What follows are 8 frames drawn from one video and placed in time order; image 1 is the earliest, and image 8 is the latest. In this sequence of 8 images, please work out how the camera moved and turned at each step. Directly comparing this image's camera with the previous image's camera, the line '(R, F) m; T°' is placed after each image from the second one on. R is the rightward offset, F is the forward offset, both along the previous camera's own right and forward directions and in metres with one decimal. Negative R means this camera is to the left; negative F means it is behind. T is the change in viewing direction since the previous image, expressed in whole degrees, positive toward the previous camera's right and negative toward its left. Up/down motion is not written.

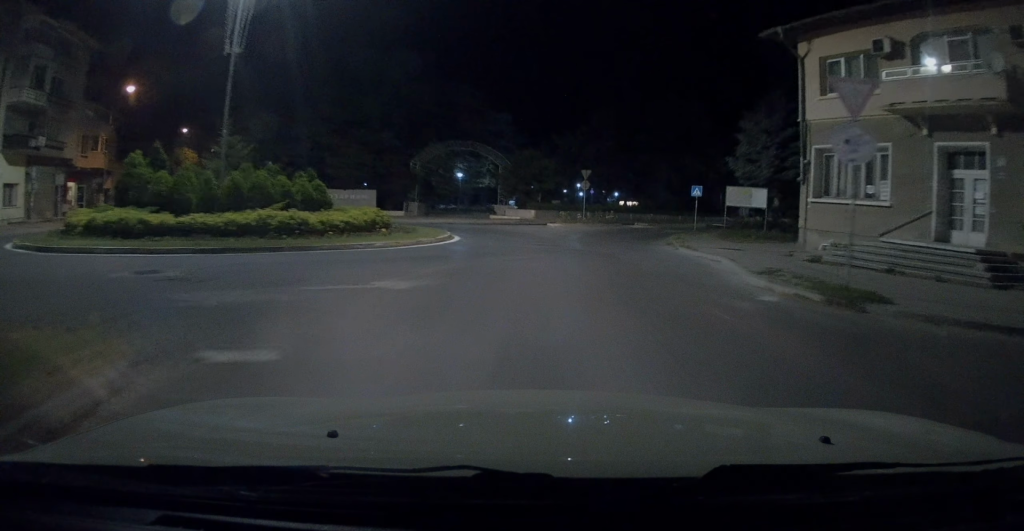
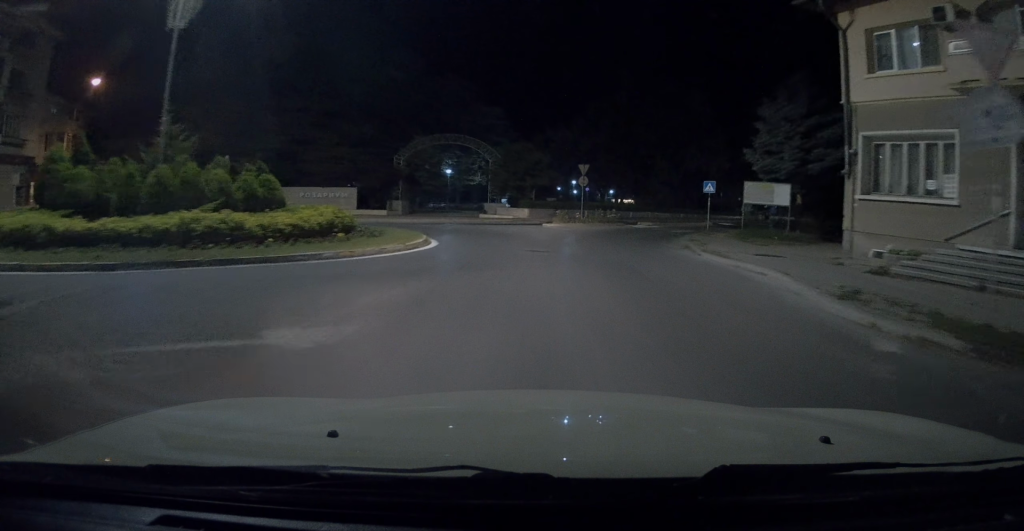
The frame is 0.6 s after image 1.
(0.0, +3.4) m; +2°
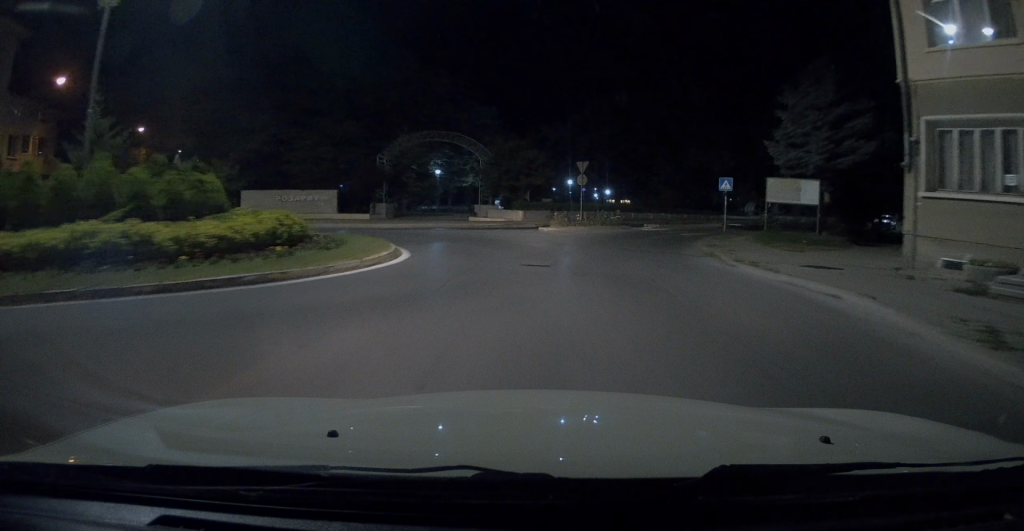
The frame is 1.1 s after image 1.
(-0.1, +3.2) m; +2°
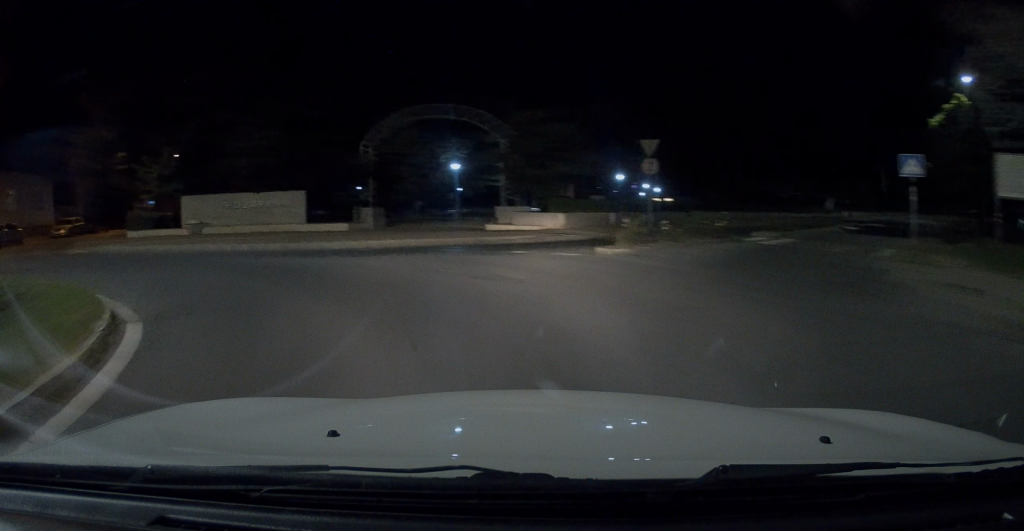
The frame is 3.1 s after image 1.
(+0.1, +11.5) m; -3°
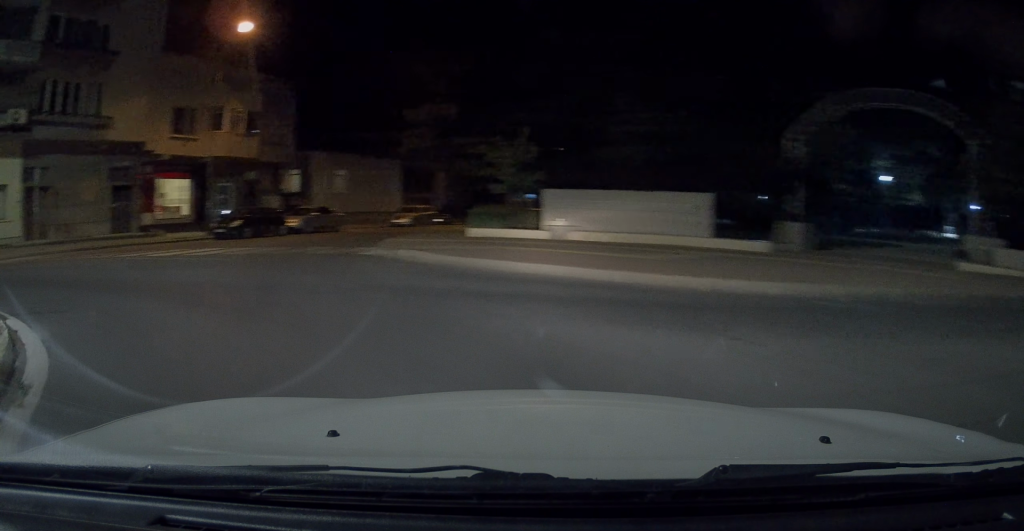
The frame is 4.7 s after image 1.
(-0.4, +7.1) m; -17°
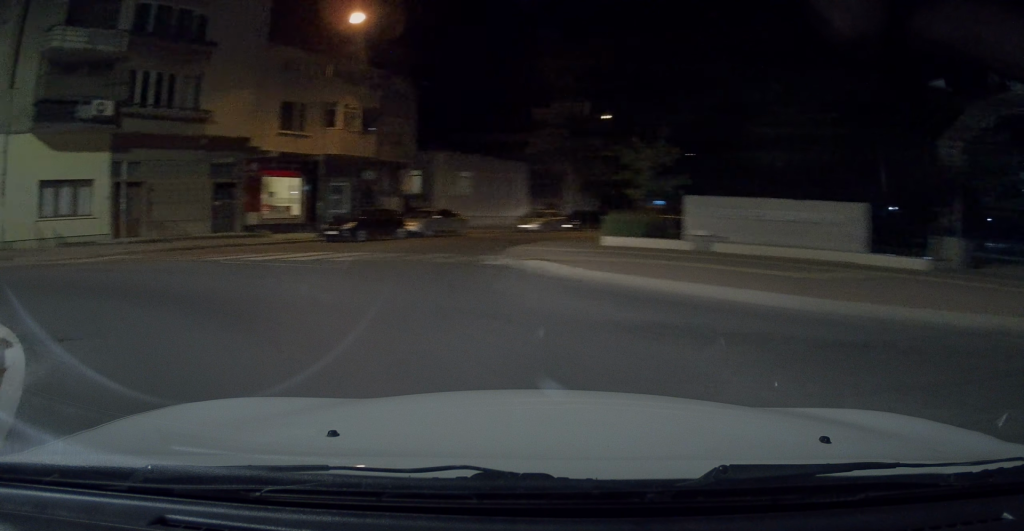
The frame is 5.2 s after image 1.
(0.0, +1.7) m; -9°
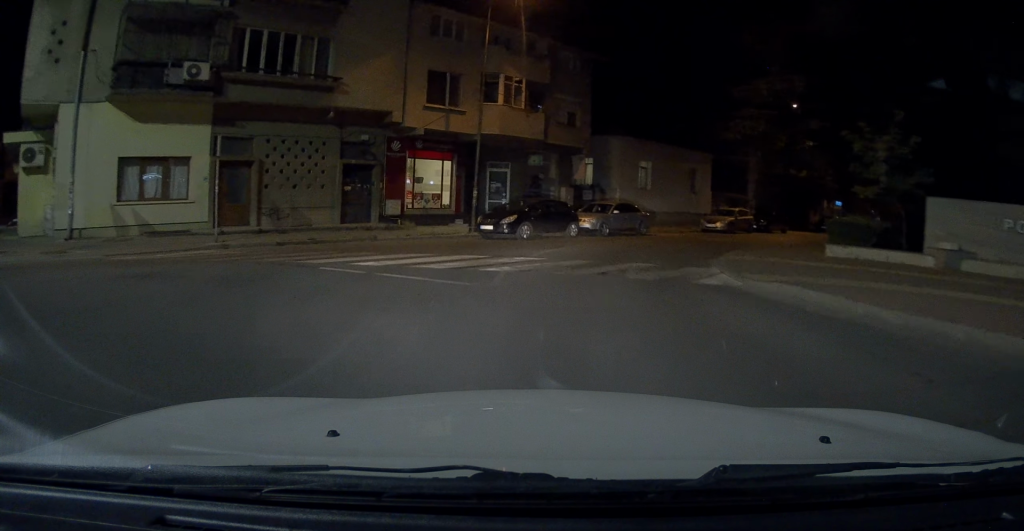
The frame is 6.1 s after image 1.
(-0.9, +4.0) m; -19°
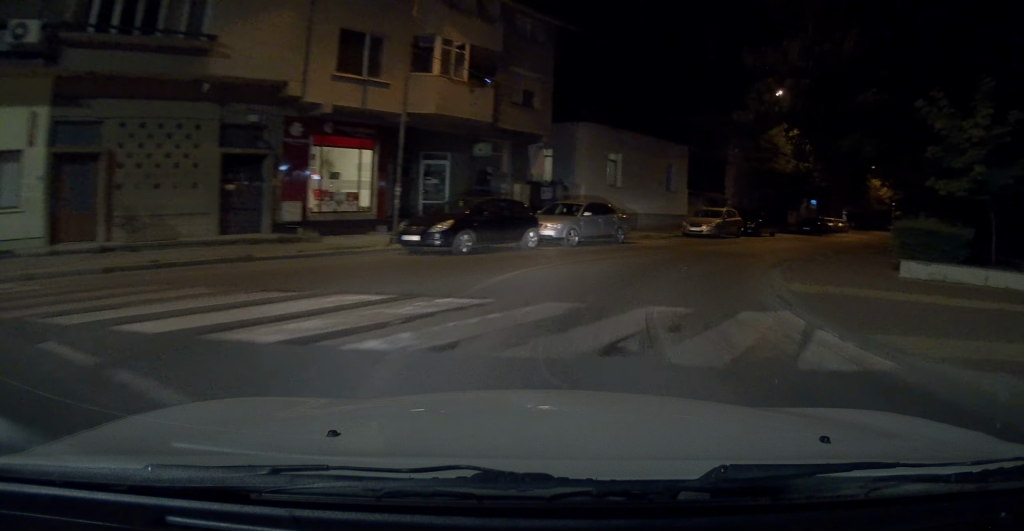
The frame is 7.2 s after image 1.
(-0.6, +5.4) m; -3°
